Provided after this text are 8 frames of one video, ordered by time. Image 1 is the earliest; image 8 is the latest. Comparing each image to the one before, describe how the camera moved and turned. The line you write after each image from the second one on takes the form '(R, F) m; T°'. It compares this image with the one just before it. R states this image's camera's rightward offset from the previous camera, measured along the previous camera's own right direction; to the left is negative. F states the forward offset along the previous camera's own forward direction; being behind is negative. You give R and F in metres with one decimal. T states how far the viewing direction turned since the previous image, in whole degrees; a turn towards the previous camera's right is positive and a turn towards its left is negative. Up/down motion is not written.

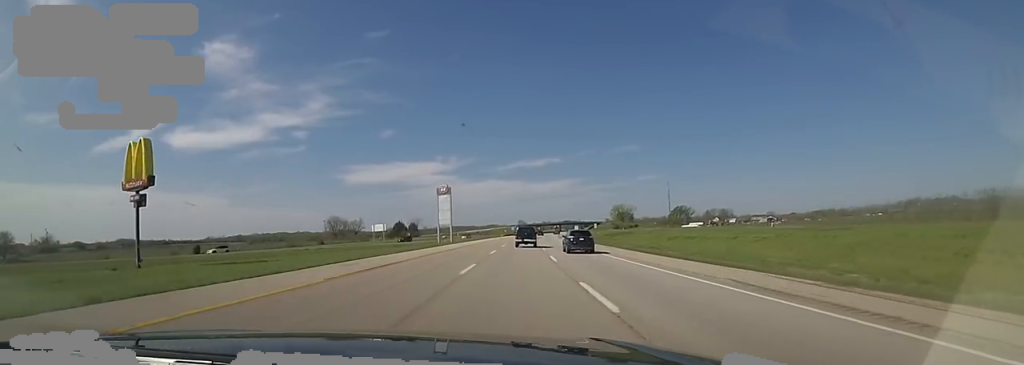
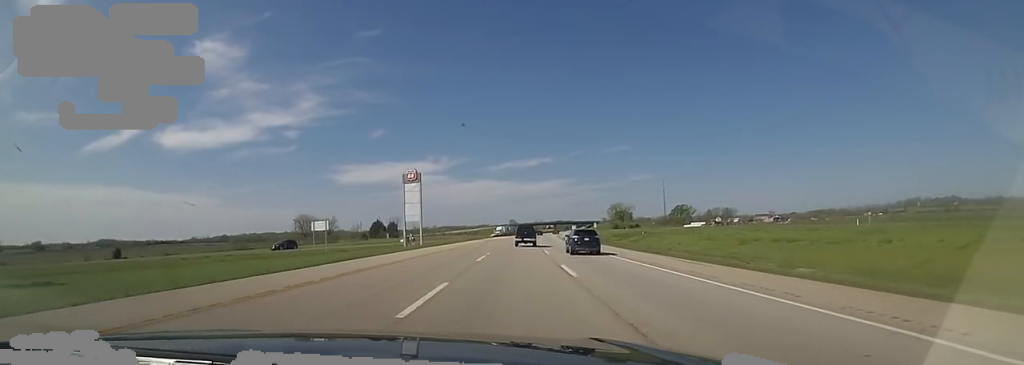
(+1.2, +23.0) m; +2°
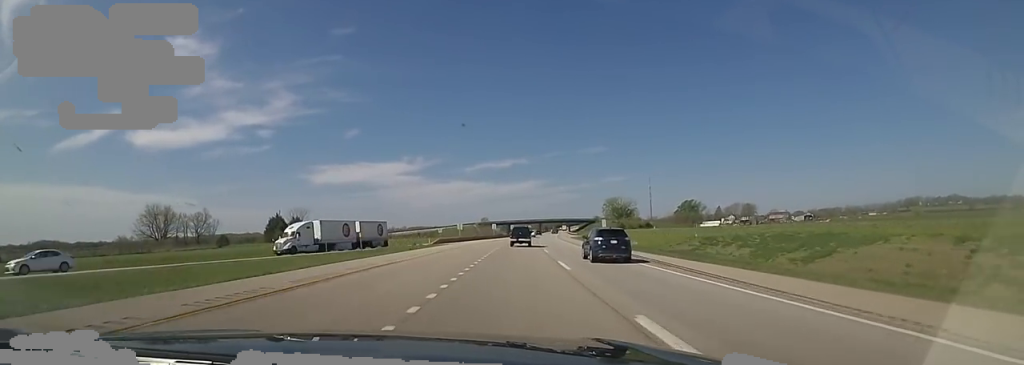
(+1.2, +73.5) m; +1°
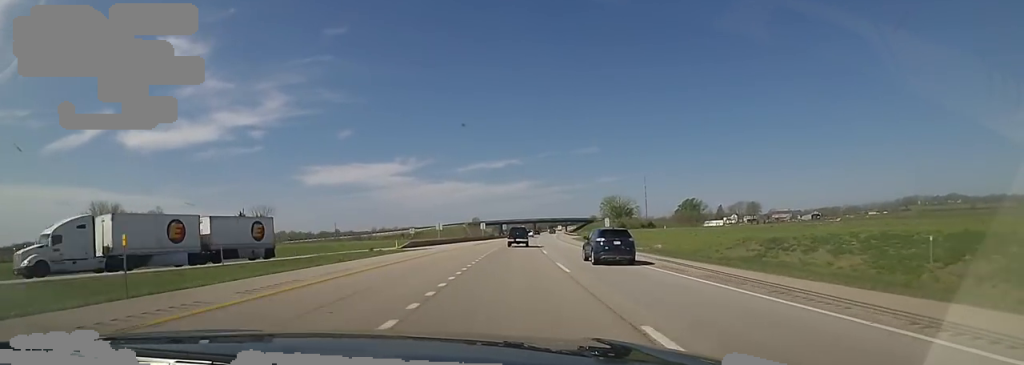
(0.0, +16.0) m; +1°
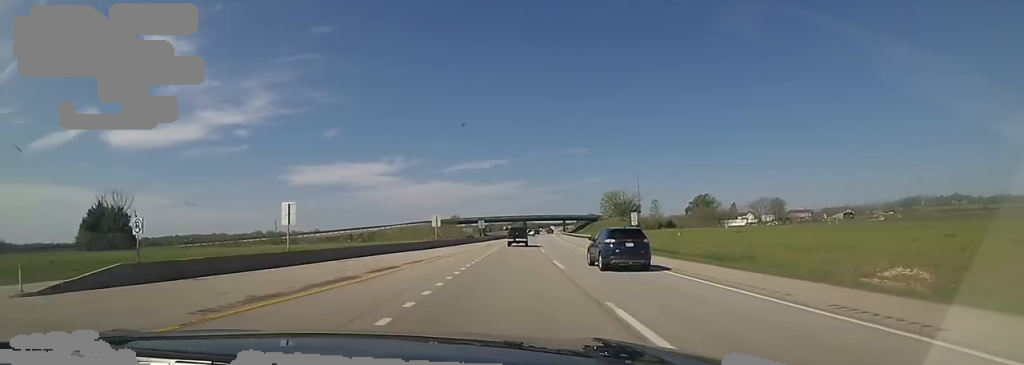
(+1.5, +43.4) m; +4°
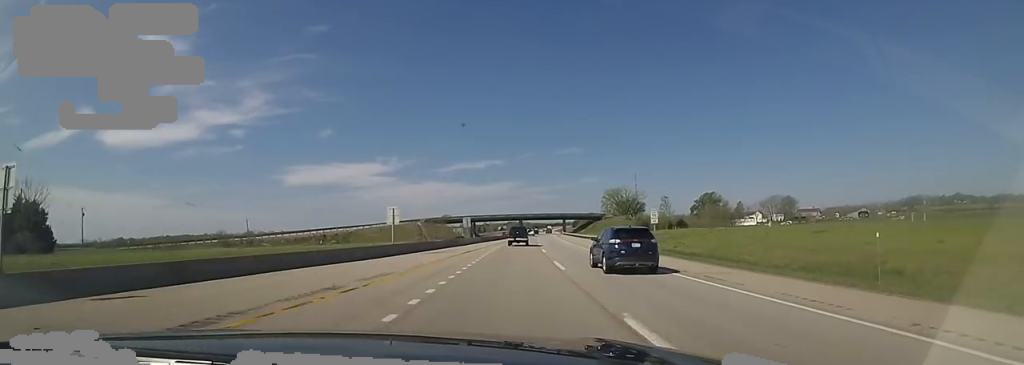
(+0.4, +16.1) m; +1°
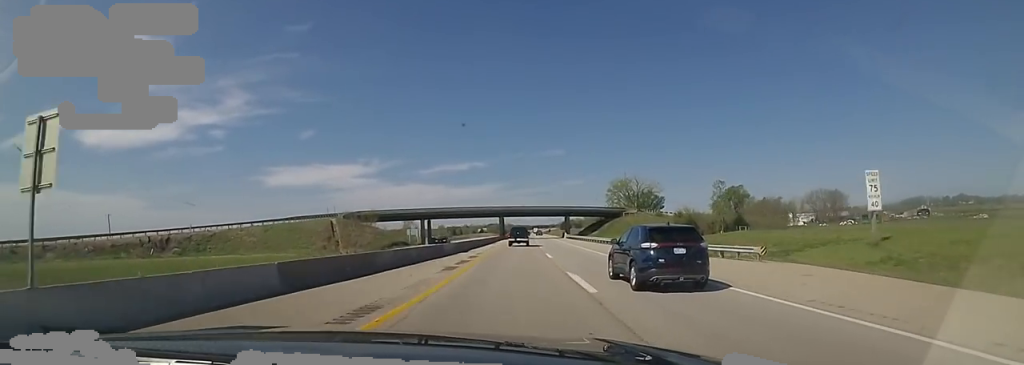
(+0.7, +52.0) m; +1°
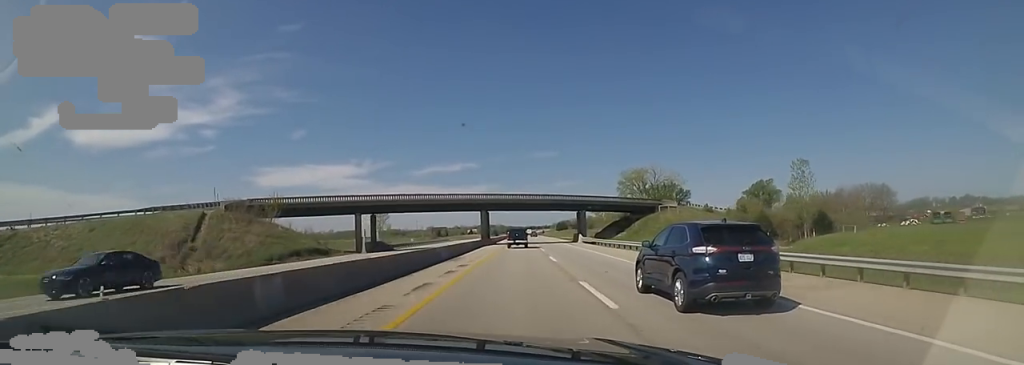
(0.0, +32.5) m; 0°
